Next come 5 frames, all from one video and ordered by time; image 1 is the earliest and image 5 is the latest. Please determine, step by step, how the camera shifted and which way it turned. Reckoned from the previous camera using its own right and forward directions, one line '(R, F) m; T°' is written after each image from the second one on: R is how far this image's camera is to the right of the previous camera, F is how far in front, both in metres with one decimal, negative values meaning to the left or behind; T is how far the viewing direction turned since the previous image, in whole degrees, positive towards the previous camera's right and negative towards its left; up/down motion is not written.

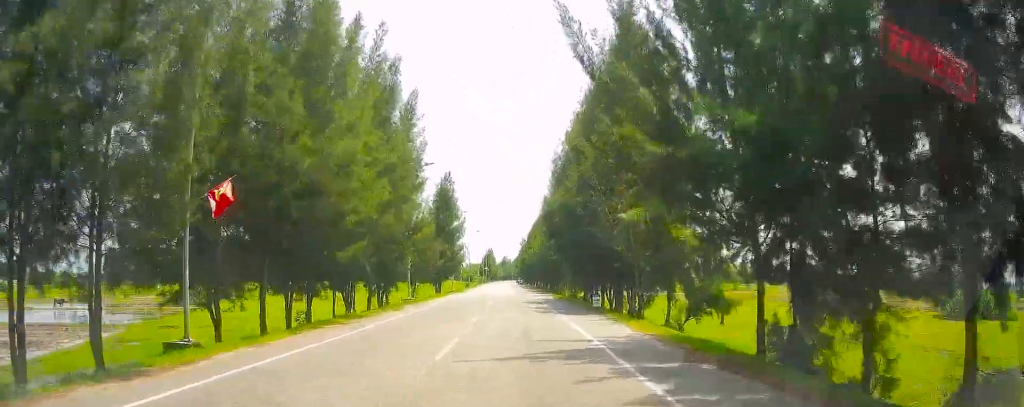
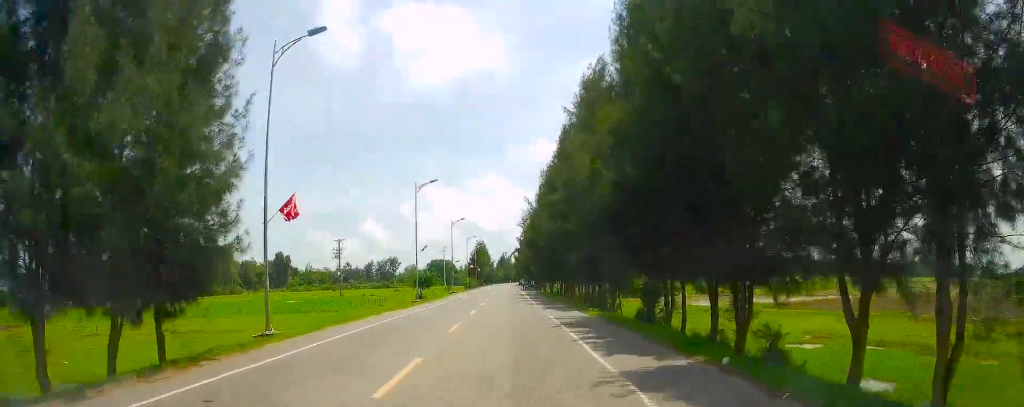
(+8.9, +60.6) m; +9°
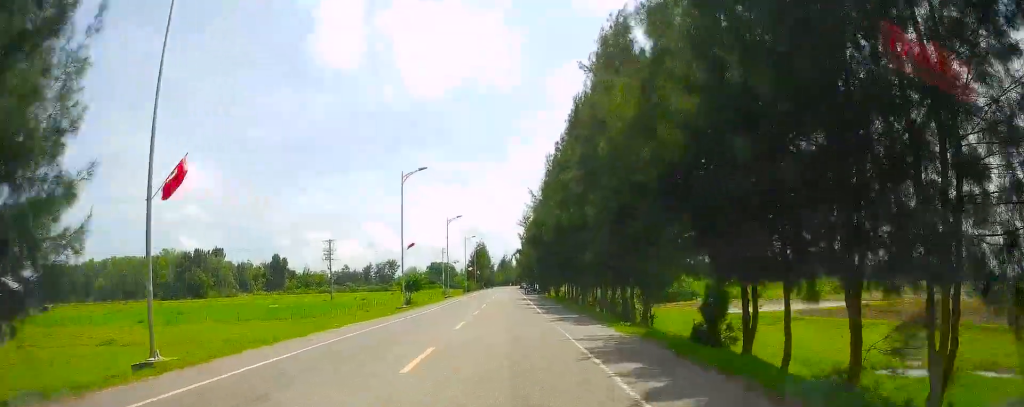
(-0.1, +7.8) m; -1°
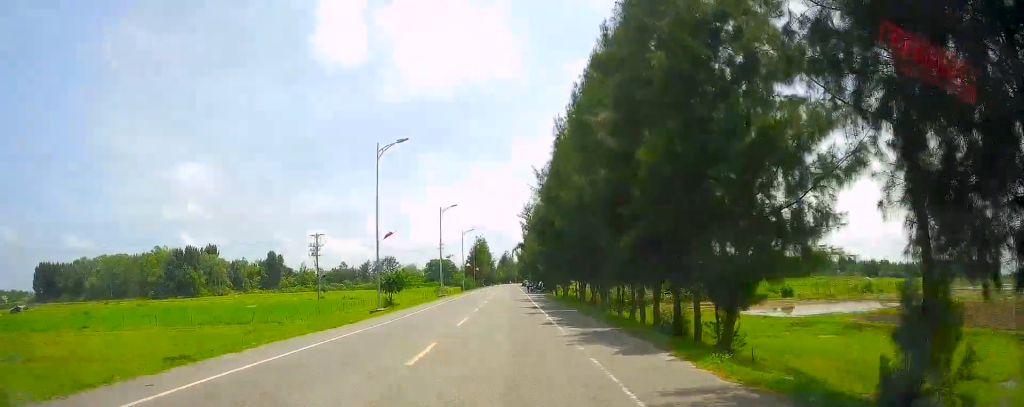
(-0.3, +9.6) m; -1°
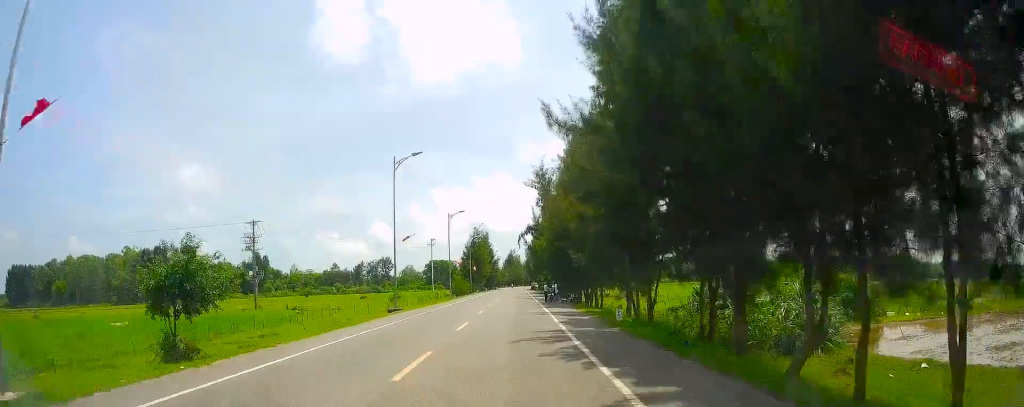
(-0.6, +32.8) m; 0°
